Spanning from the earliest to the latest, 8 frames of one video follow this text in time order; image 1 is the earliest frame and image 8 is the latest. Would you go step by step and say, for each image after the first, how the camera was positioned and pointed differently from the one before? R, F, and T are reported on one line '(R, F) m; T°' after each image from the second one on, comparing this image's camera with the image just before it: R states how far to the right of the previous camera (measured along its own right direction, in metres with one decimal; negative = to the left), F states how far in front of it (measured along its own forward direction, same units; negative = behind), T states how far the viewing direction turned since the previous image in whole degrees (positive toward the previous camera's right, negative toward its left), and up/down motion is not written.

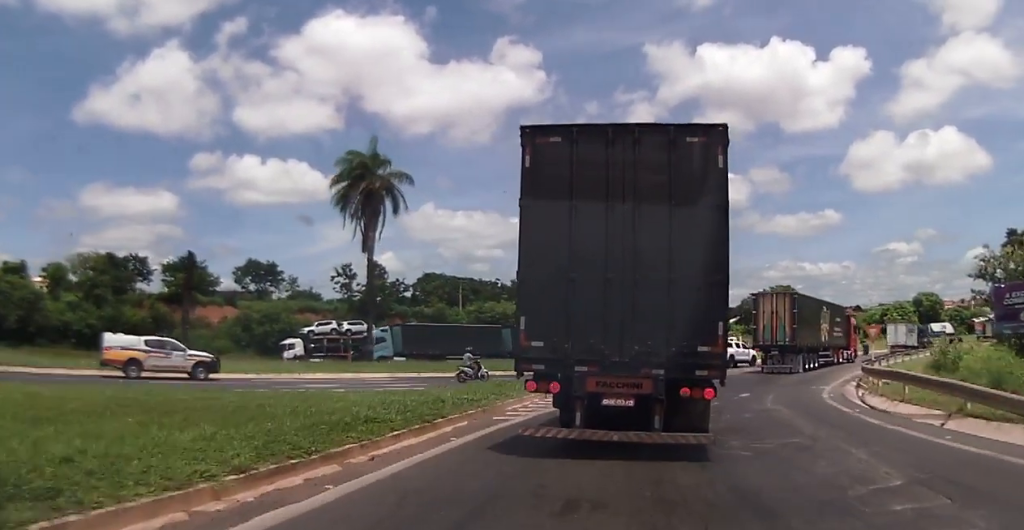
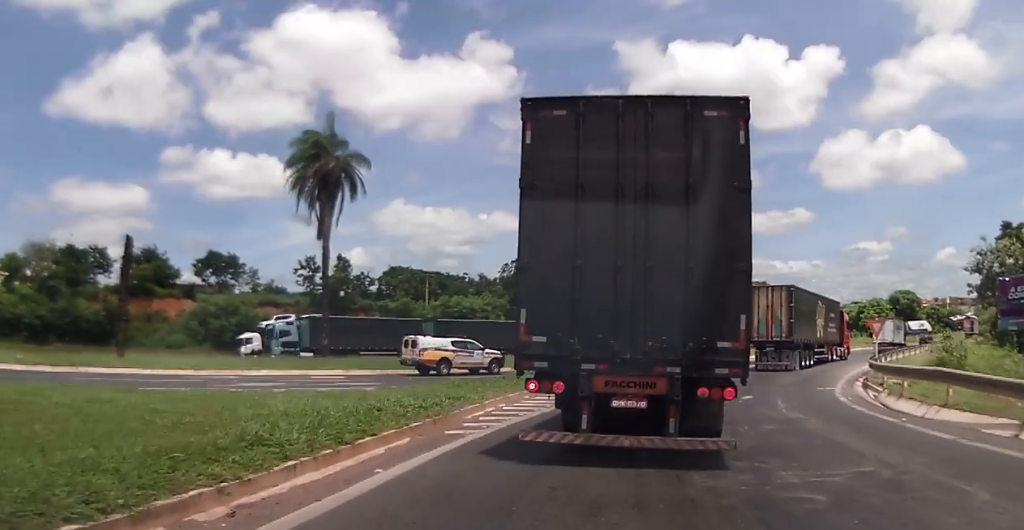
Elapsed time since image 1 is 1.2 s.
(+0.2, +3.5) m; +1°
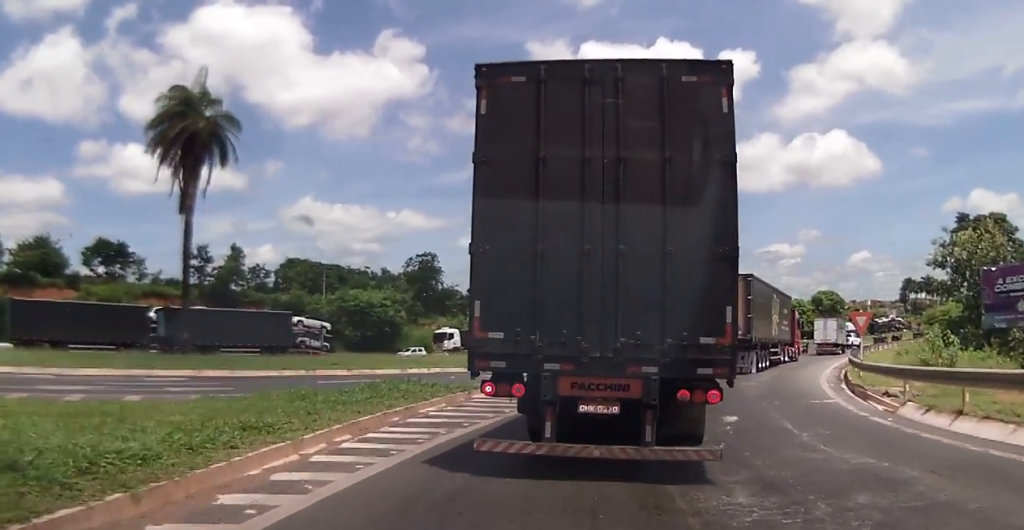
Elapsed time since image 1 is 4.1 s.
(+0.8, +7.1) m; +16°
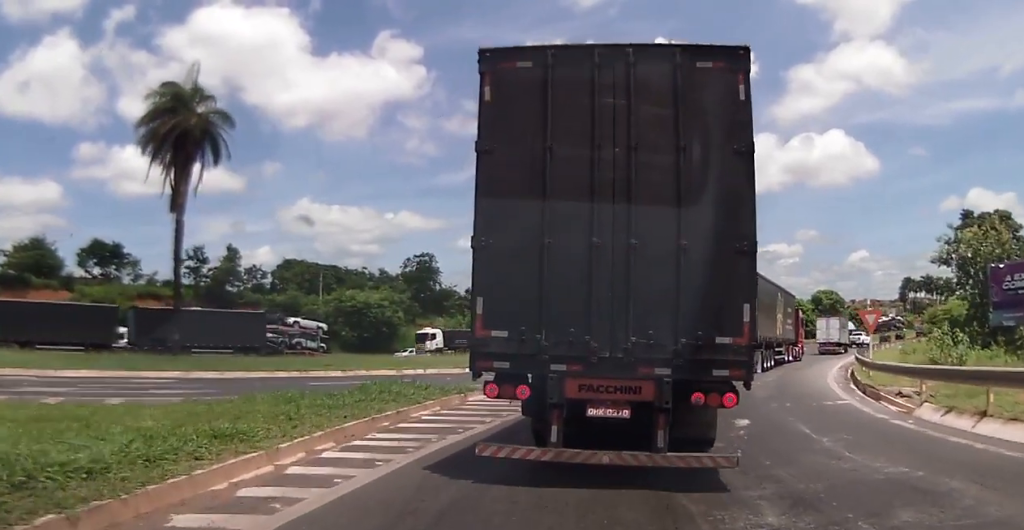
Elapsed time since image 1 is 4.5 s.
(0.0, +0.9) m; 0°
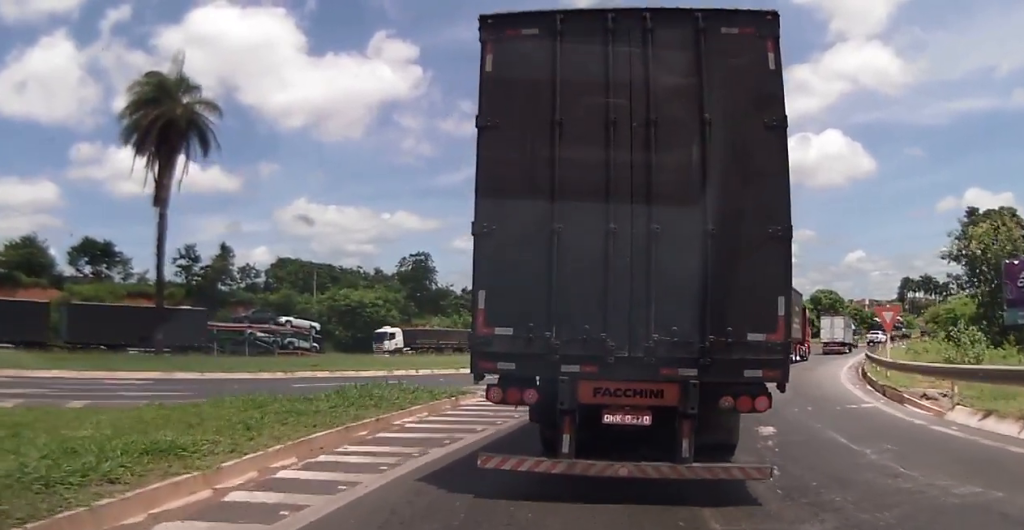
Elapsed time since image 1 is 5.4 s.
(0.0, +1.6) m; 0°
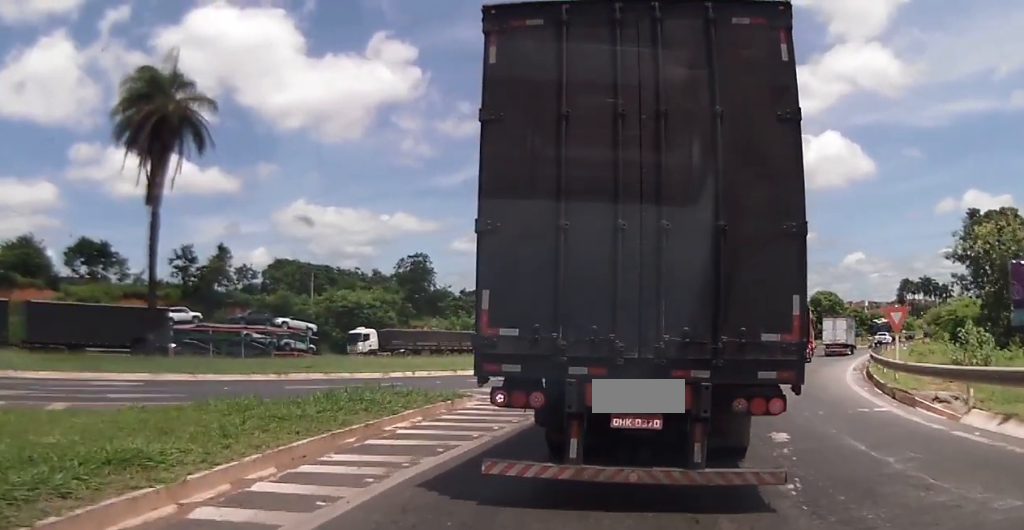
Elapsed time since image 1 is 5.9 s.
(0.0, +0.8) m; 0°
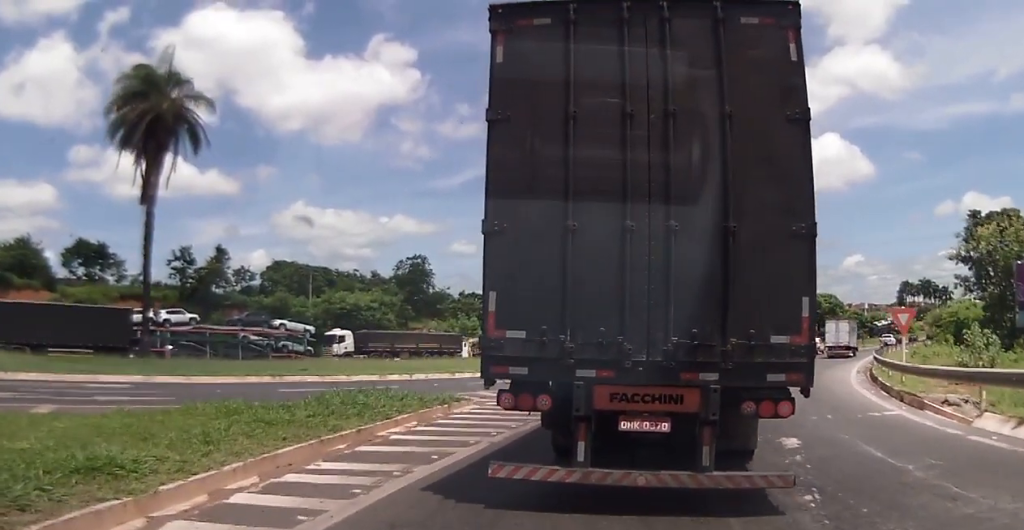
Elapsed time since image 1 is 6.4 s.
(0.0, +0.6) m; 0°
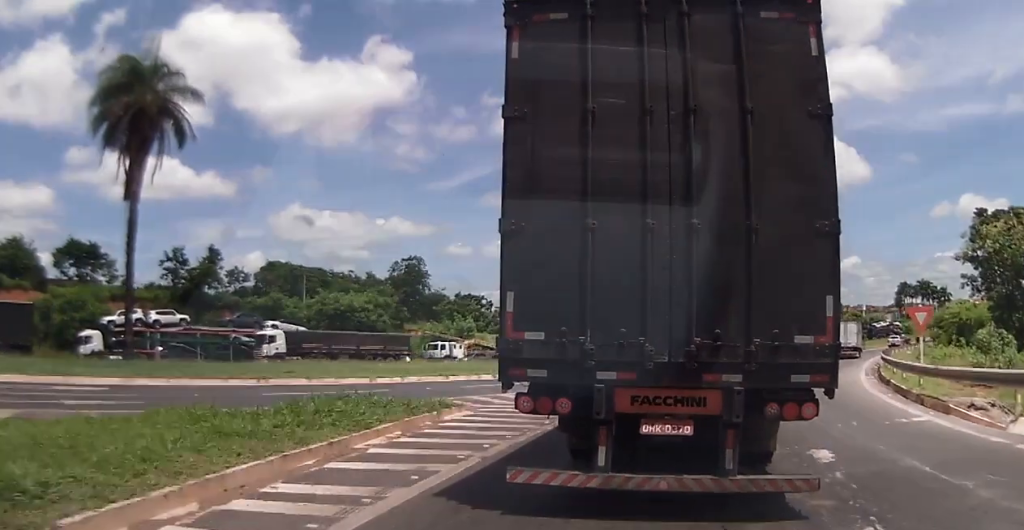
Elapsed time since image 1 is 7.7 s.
(-0.7, +1.1) m; 0°
